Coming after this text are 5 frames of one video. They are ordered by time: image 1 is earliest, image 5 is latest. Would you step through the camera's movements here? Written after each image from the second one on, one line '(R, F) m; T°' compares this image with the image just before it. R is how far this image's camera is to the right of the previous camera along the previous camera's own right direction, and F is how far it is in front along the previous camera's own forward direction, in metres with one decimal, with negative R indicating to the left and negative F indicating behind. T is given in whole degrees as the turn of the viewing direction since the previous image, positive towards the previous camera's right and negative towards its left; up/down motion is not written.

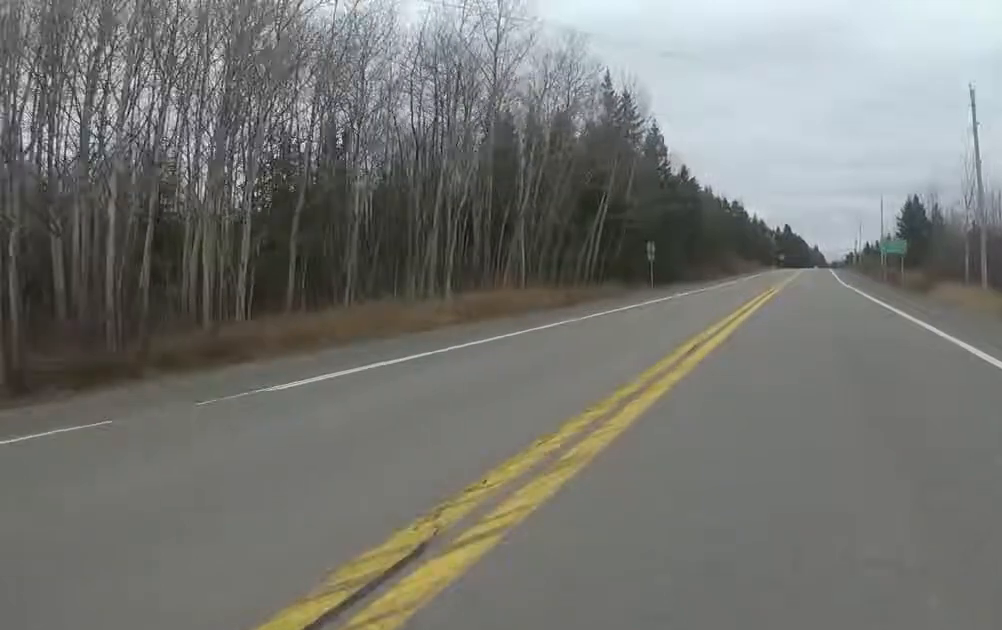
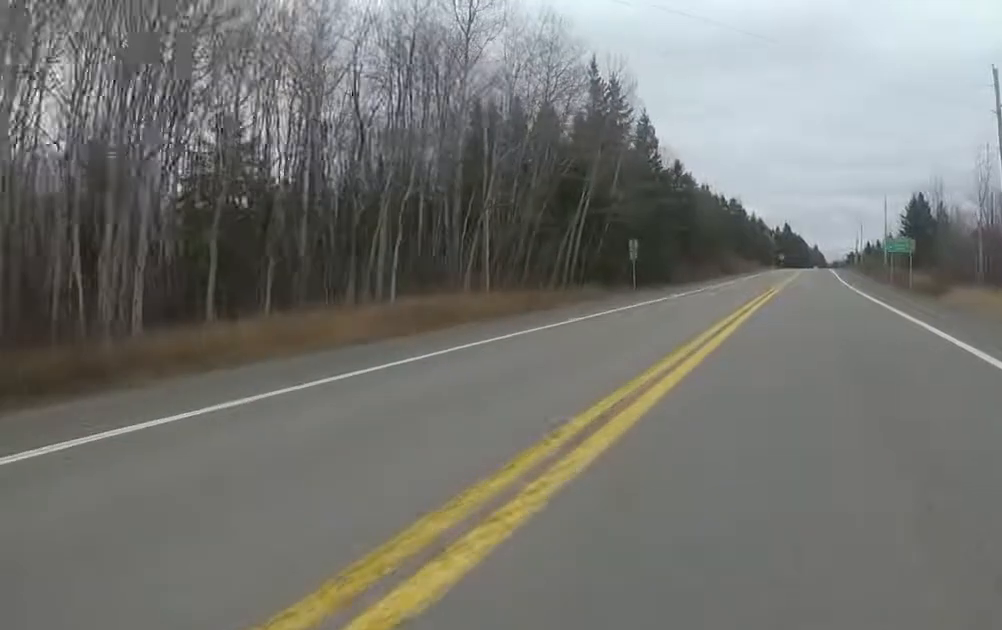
(0.0, +3.4) m; 0°
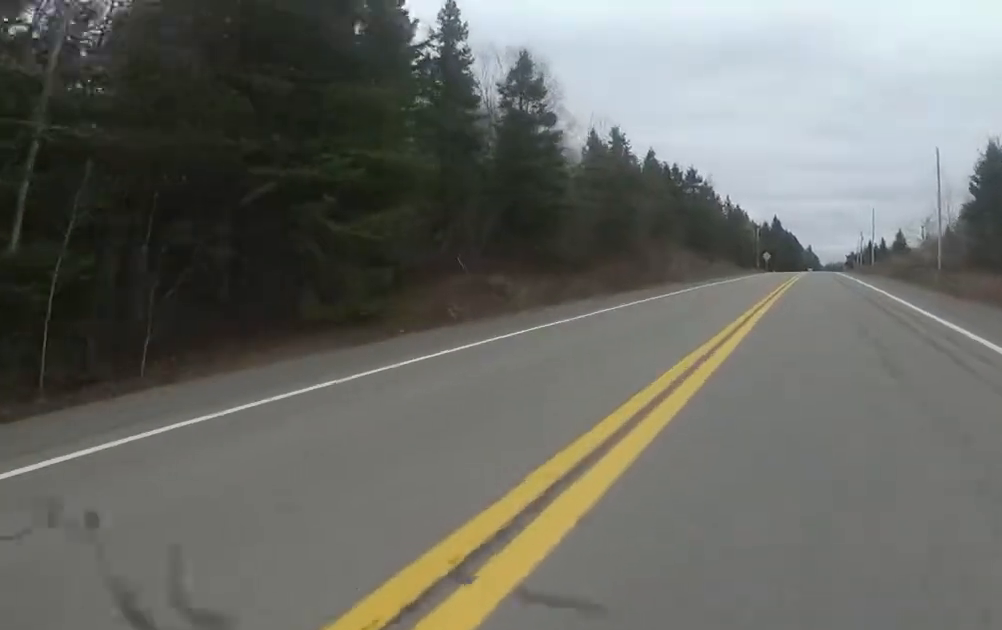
(-0.3, +32.8) m; -1°
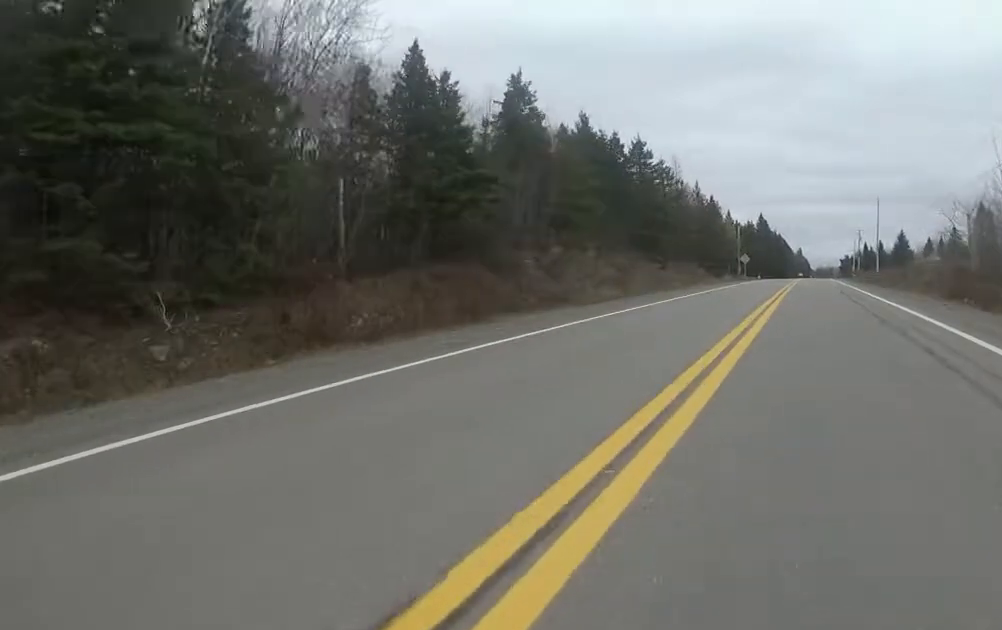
(0.0, +19.0) m; +6°
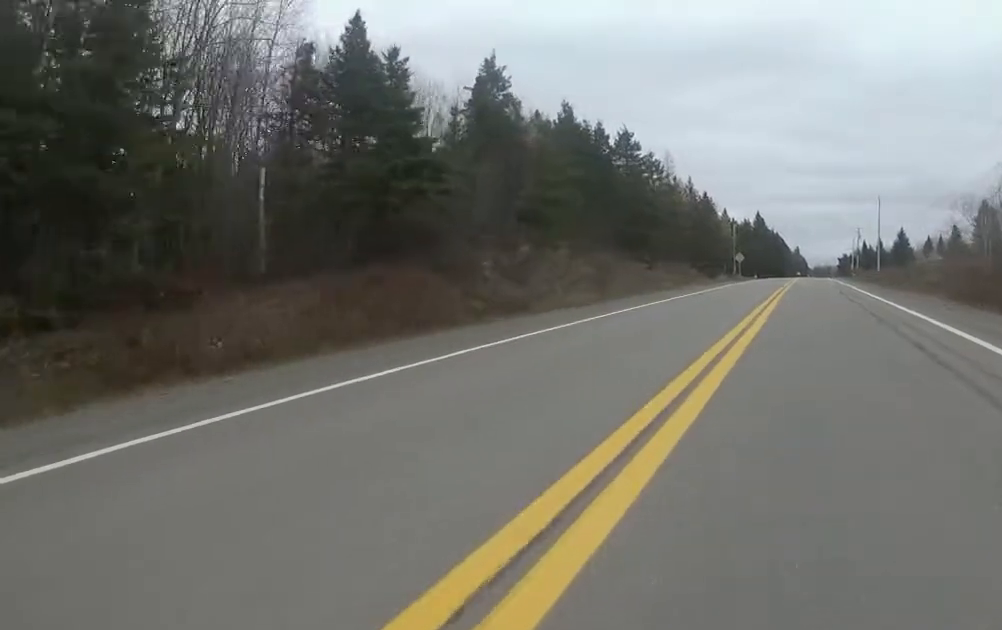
(0.0, +3.4) m; +2°
